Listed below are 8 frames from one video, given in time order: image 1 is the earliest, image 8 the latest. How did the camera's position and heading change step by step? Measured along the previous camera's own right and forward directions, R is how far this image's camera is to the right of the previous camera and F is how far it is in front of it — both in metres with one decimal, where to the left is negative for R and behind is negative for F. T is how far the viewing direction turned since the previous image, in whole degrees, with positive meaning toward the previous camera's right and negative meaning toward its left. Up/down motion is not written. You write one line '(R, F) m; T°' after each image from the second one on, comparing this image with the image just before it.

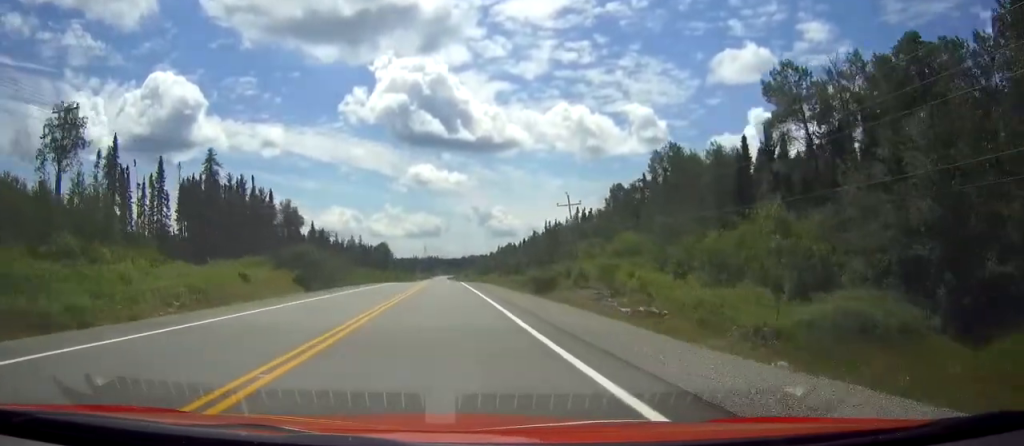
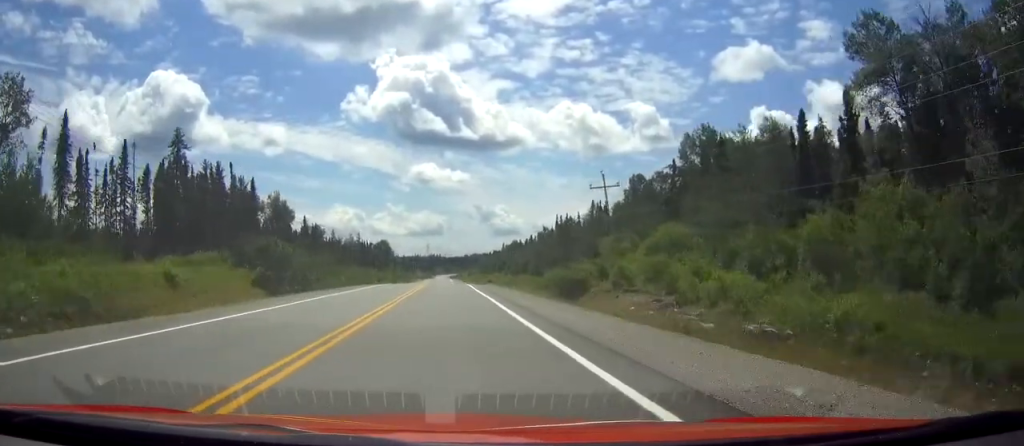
(-0.1, +14.5) m; 0°
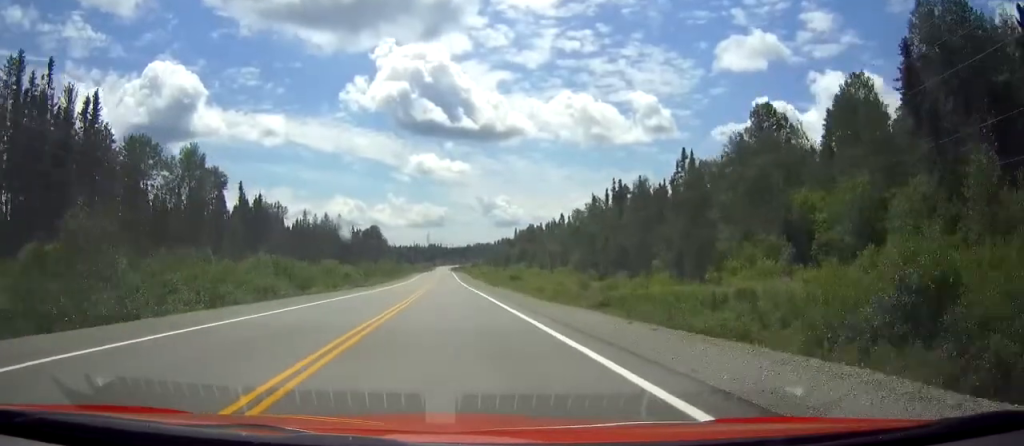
(-0.1, +57.9) m; 0°
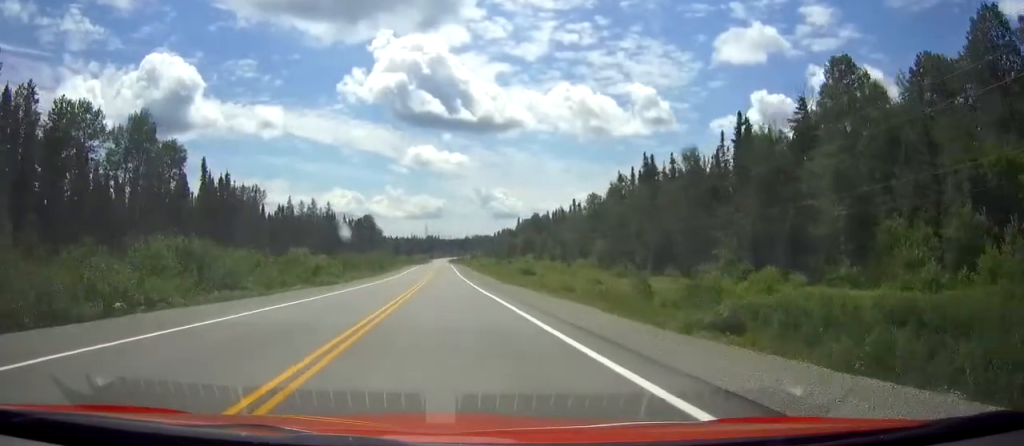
(0.0, +19.6) m; 0°
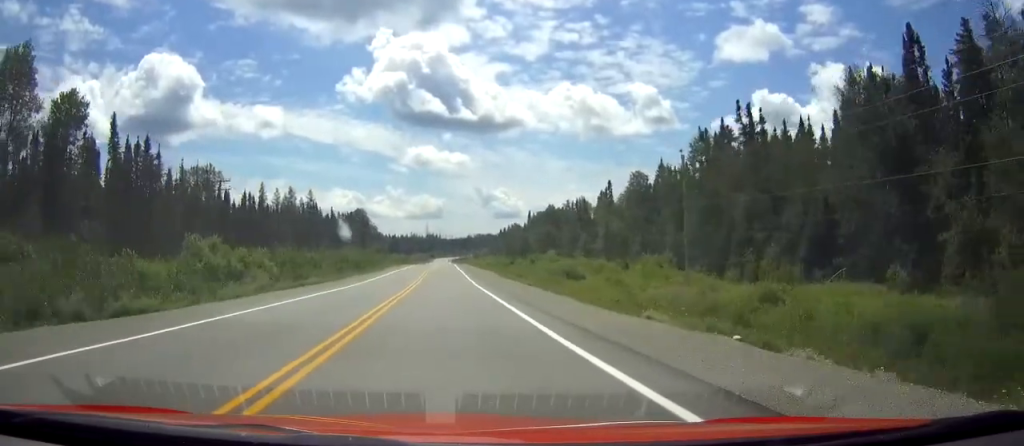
(0.0, +32.8) m; 0°
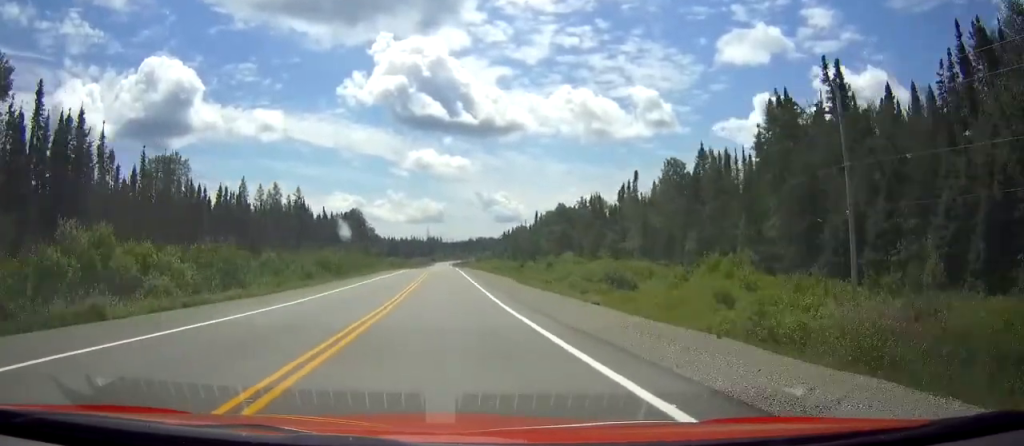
(0.0, +17.4) m; 0°
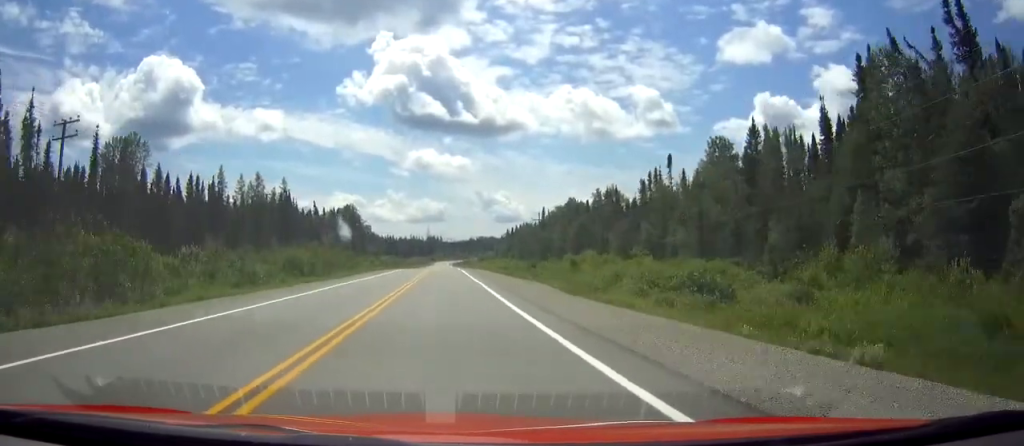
(0.0, +16.3) m; 0°
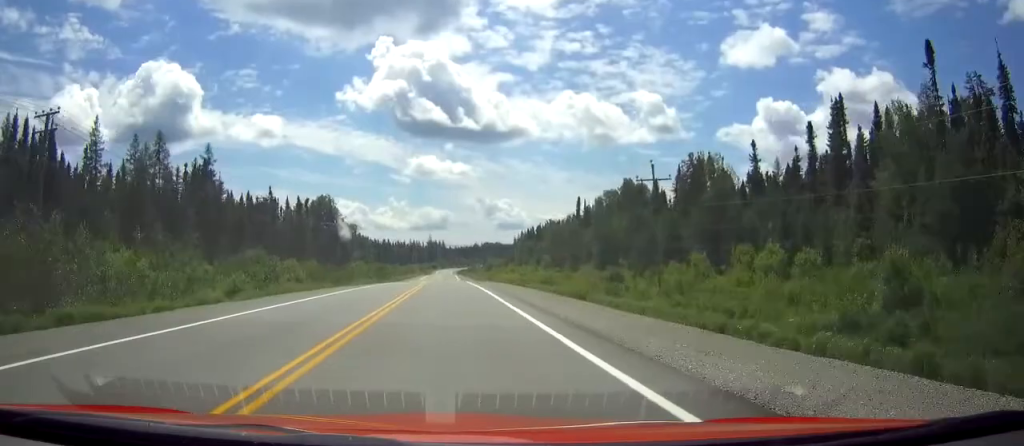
(0.0, +55.0) m; 0°
